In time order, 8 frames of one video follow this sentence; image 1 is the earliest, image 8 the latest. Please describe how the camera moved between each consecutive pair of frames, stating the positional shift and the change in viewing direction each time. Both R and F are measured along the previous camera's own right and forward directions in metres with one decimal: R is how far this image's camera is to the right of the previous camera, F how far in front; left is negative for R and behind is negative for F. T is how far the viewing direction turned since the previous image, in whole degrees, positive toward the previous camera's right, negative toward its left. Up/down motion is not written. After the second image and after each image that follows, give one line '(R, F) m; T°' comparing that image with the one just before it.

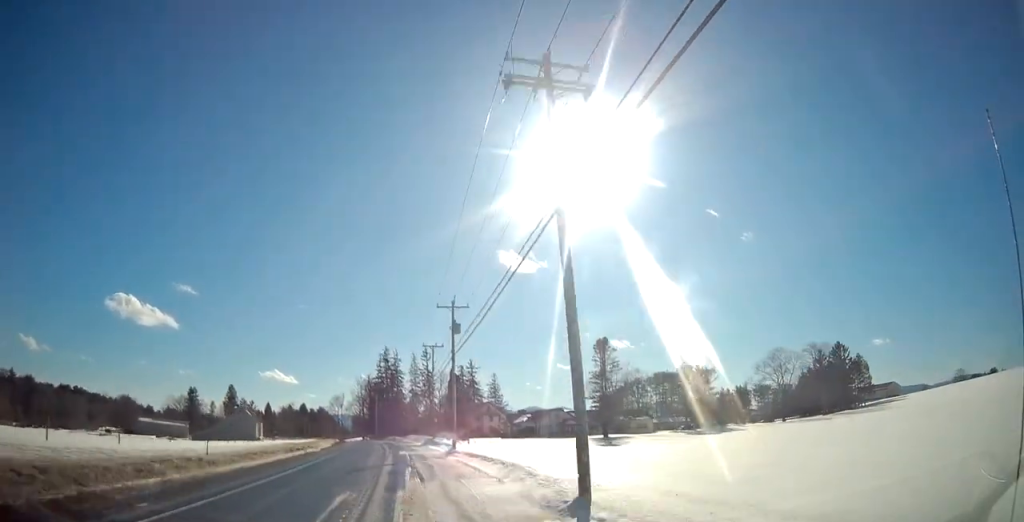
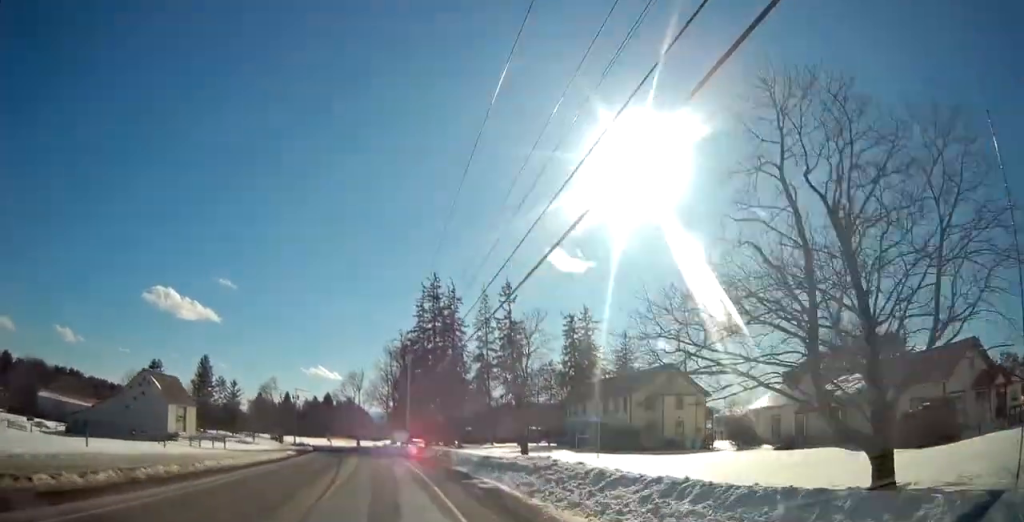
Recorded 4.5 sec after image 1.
(-1.8, +82.0) m; -5°
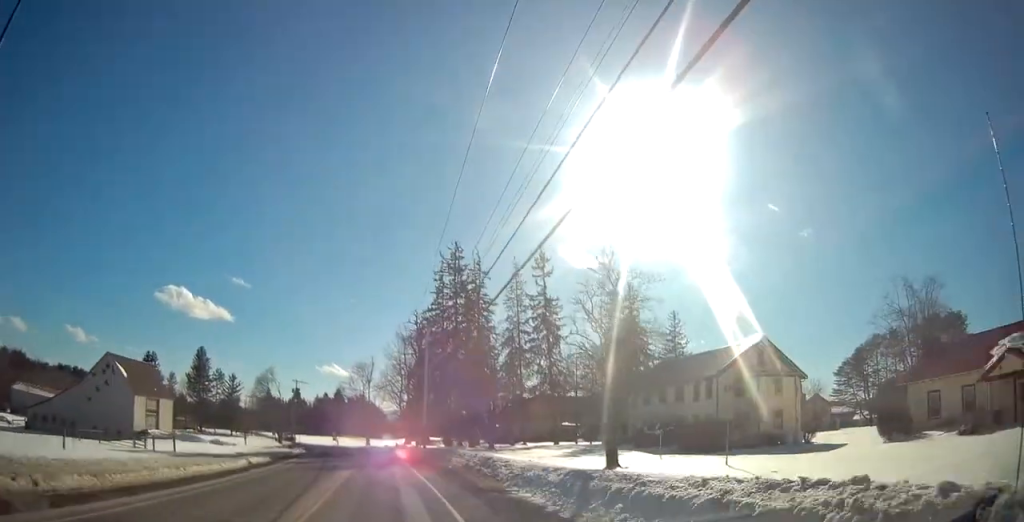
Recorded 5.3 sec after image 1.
(-0.4, +14.8) m; -1°
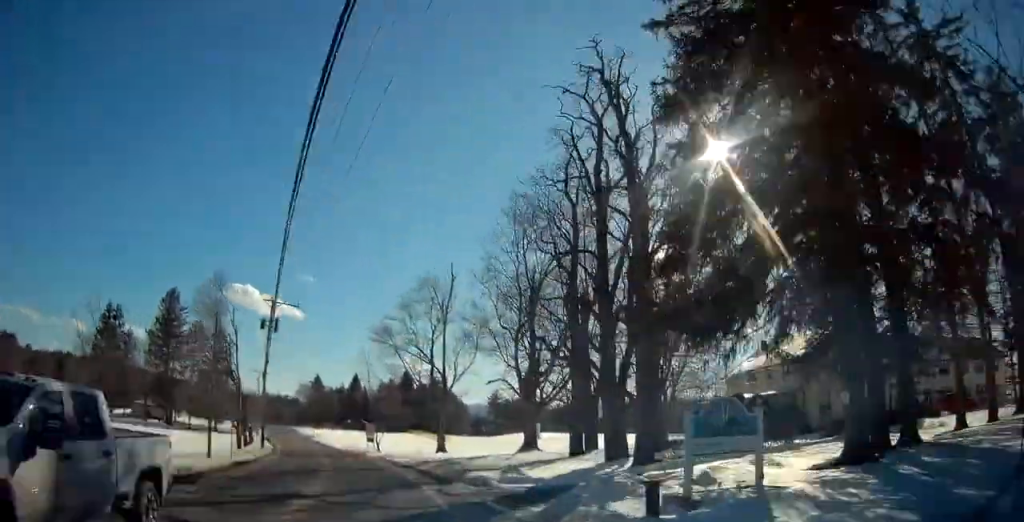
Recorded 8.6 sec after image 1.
(-3.4, +62.0) m; -8°
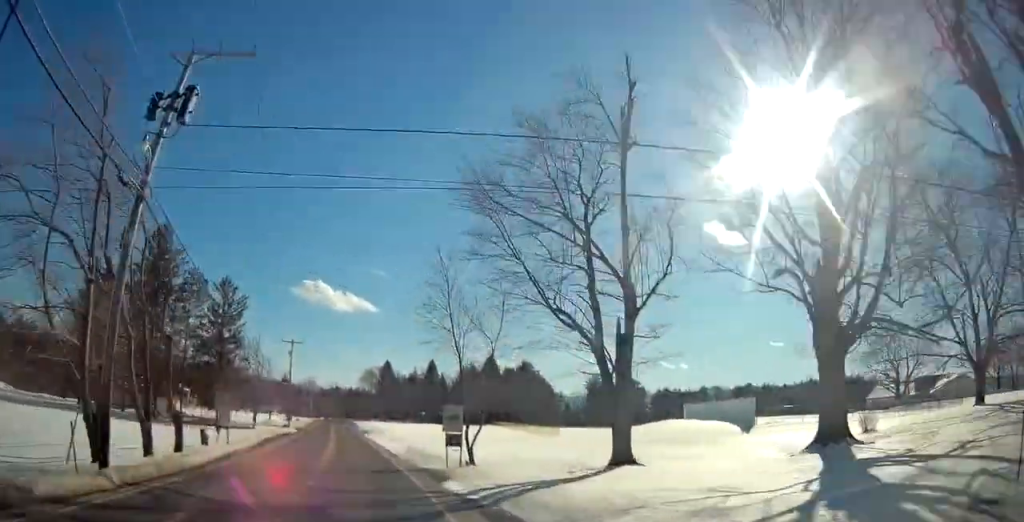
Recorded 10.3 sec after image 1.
(-1.0, +31.6) m; -7°
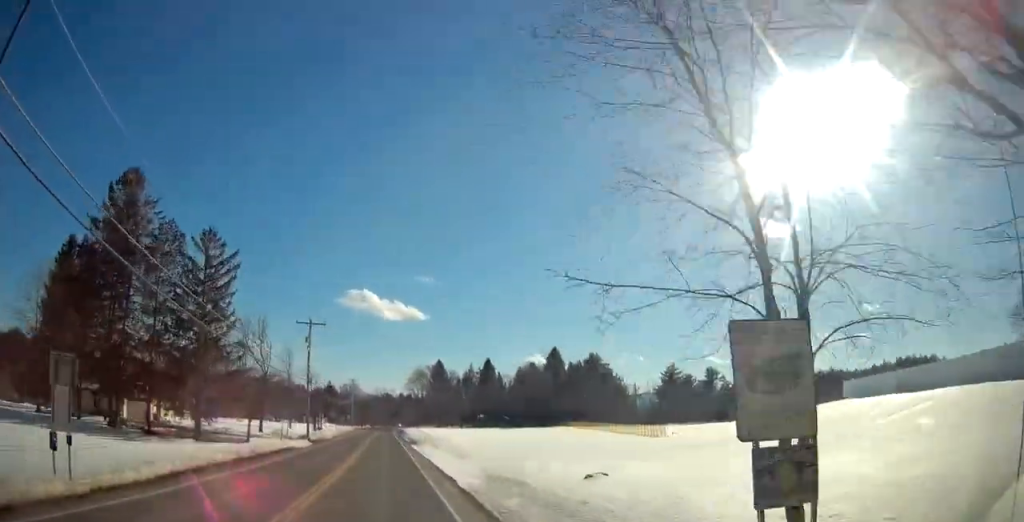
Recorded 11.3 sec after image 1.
(-1.7, +20.5) m; -3°
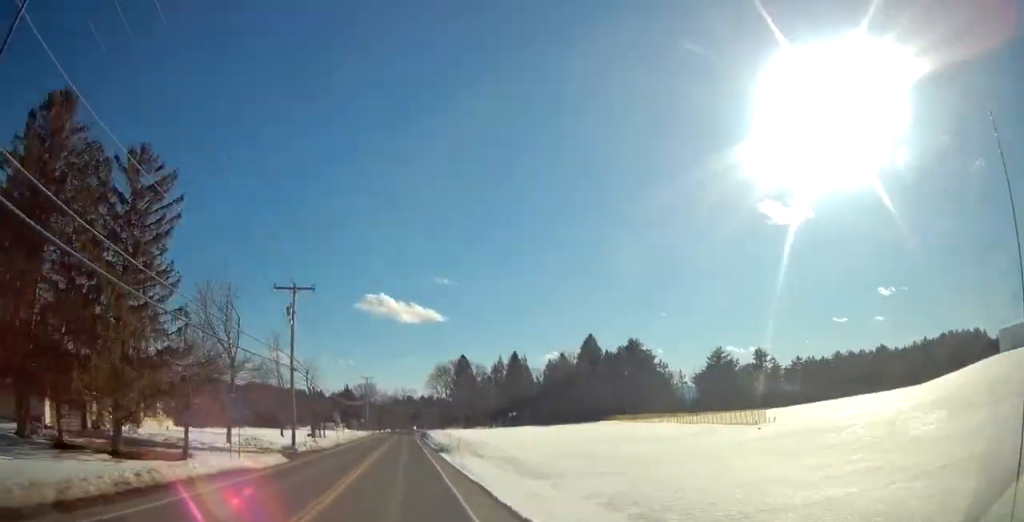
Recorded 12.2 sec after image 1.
(-0.4, +16.7) m; -3°
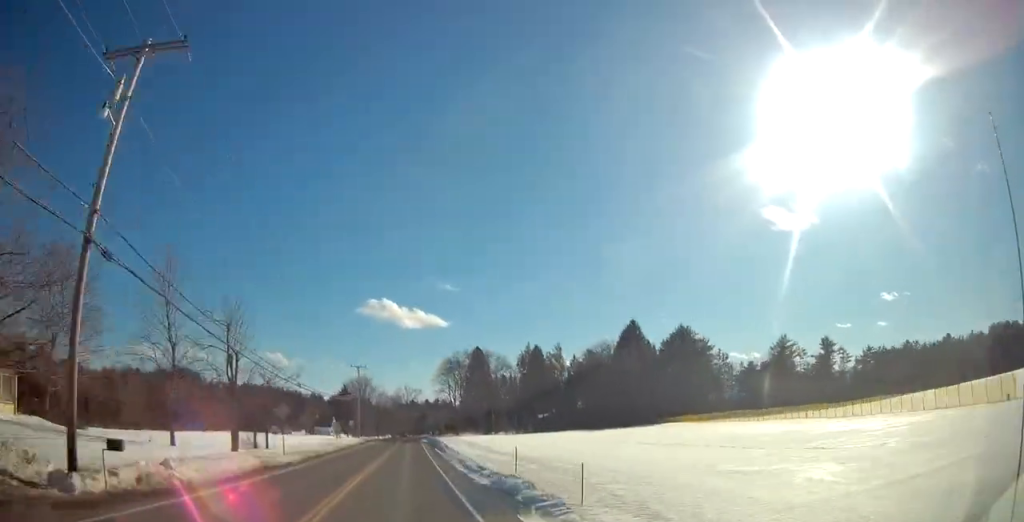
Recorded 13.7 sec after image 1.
(-0.7, +28.7) m; -1°
